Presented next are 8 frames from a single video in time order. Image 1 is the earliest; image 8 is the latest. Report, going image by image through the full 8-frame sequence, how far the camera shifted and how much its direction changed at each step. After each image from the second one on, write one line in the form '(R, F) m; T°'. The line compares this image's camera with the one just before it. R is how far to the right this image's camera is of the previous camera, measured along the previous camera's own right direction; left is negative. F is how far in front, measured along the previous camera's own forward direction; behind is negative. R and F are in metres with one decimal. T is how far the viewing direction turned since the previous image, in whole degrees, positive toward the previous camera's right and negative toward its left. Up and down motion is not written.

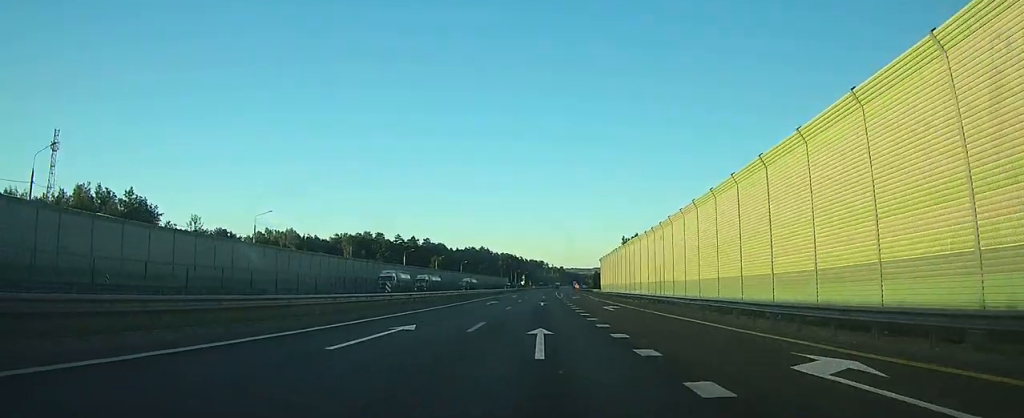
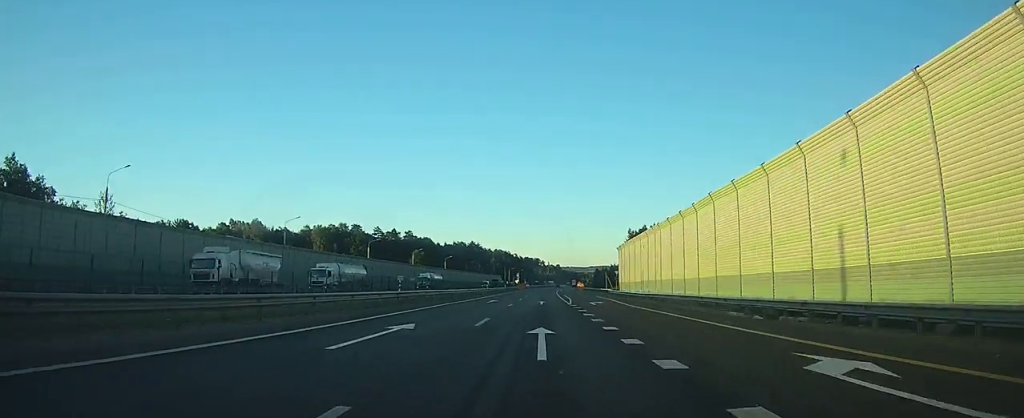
(+0.1, +30.1) m; 0°
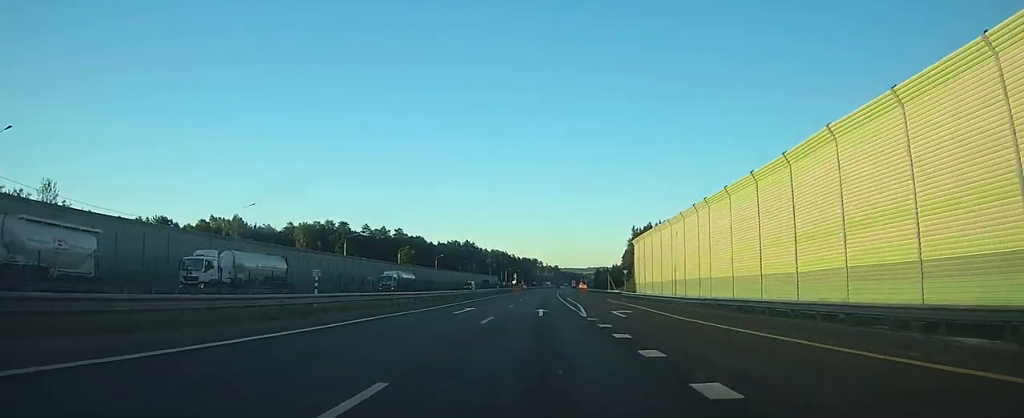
(0.0, +14.5) m; 0°
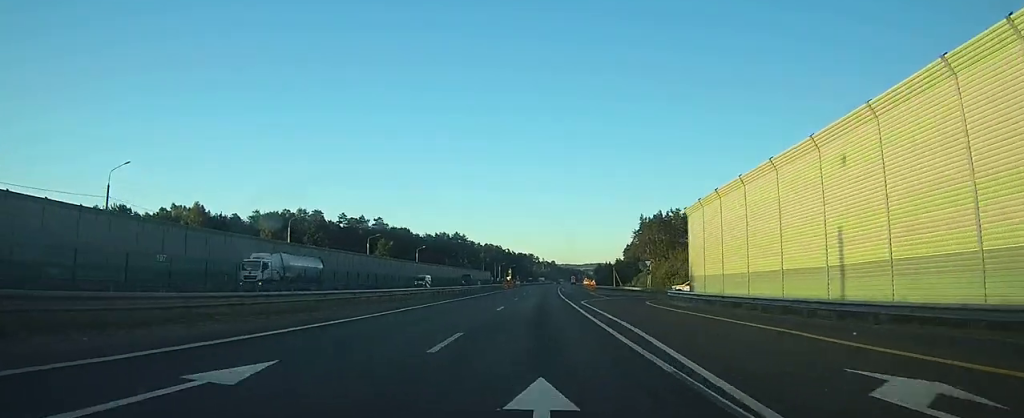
(0.0, +24.8) m; 0°
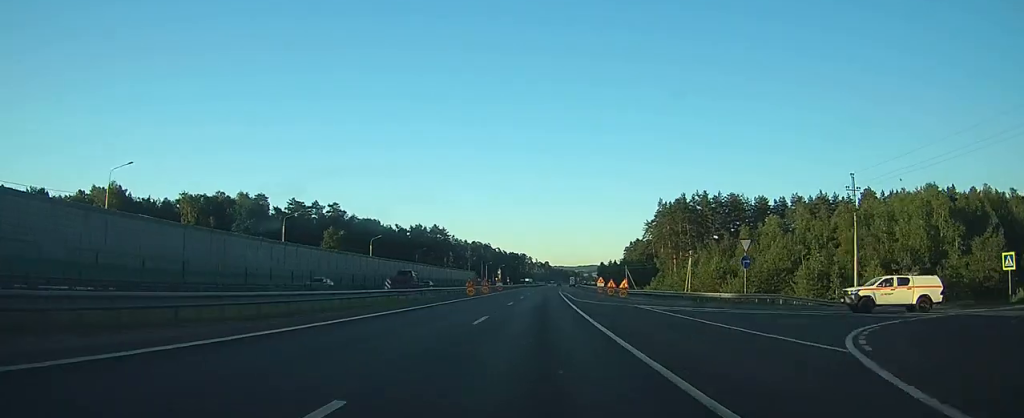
(+0.3, +40.1) m; +1°
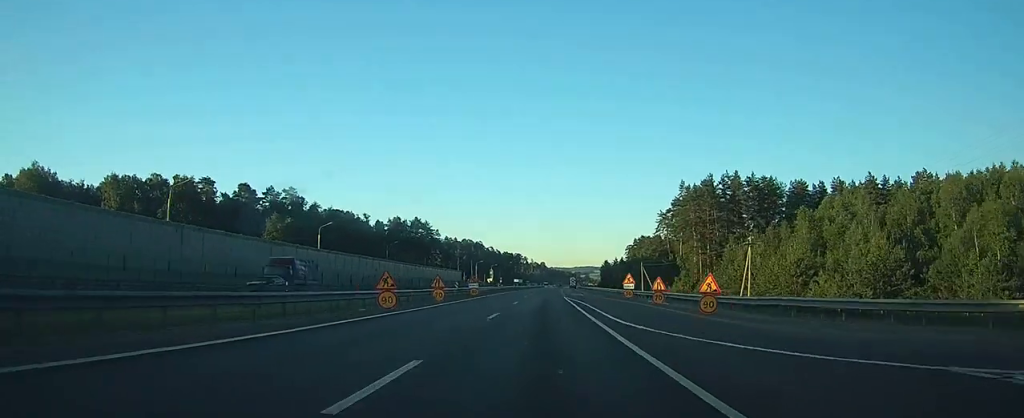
(+0.2, +28.7) m; +1°
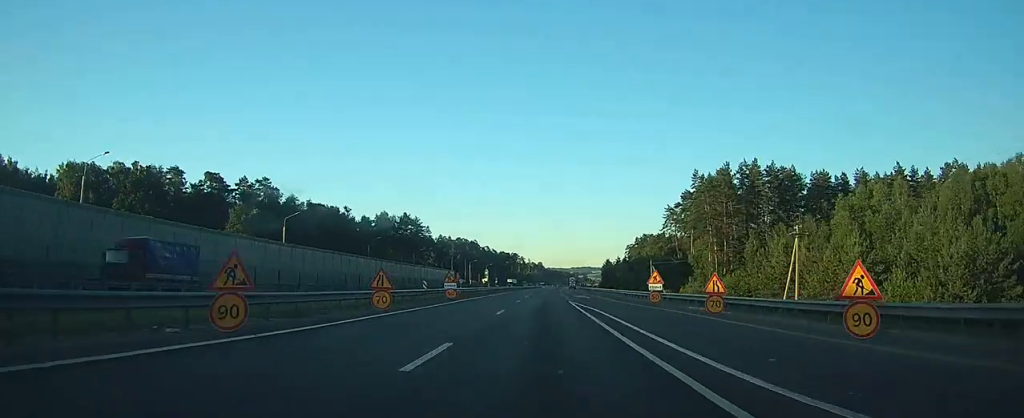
(0.0, +13.2) m; 0°
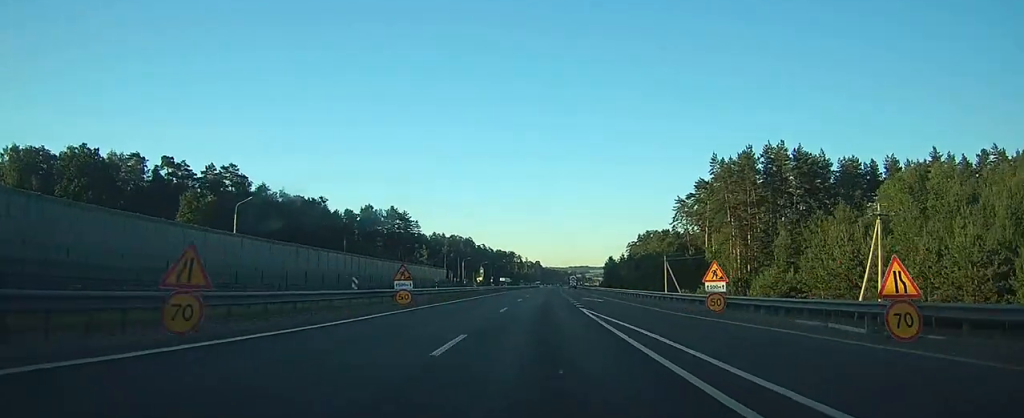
(0.0, +14.3) m; 0°
